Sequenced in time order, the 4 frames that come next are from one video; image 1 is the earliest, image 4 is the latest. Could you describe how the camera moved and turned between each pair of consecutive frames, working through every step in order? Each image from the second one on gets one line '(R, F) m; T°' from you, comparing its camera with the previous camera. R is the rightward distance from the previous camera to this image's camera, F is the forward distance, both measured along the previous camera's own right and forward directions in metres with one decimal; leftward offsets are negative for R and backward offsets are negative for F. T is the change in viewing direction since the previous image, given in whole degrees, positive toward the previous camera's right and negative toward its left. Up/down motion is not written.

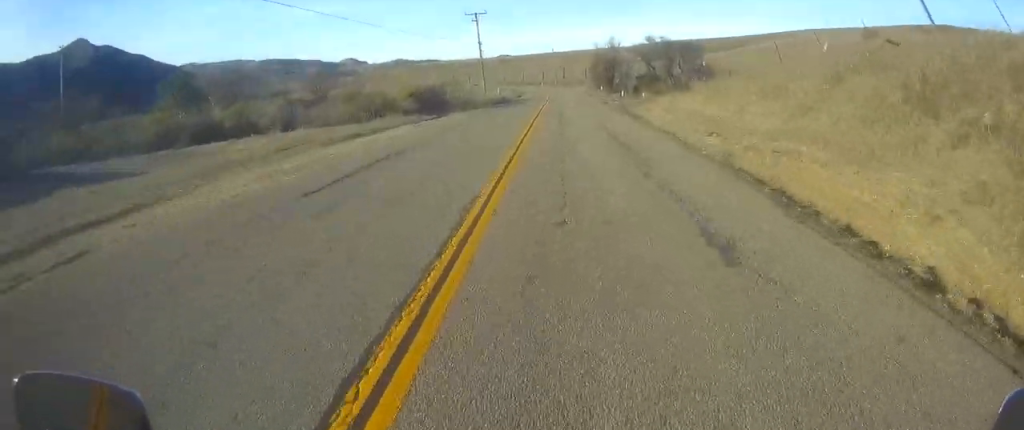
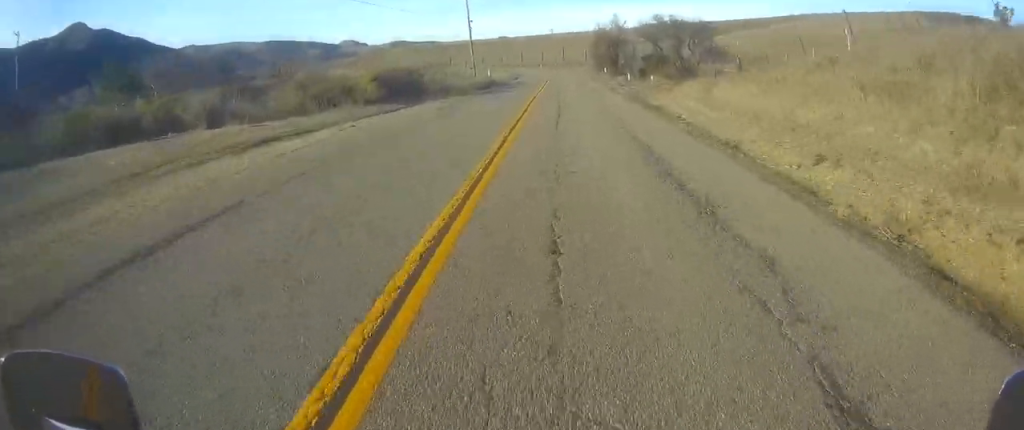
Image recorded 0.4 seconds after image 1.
(0.0, +8.4) m; 0°
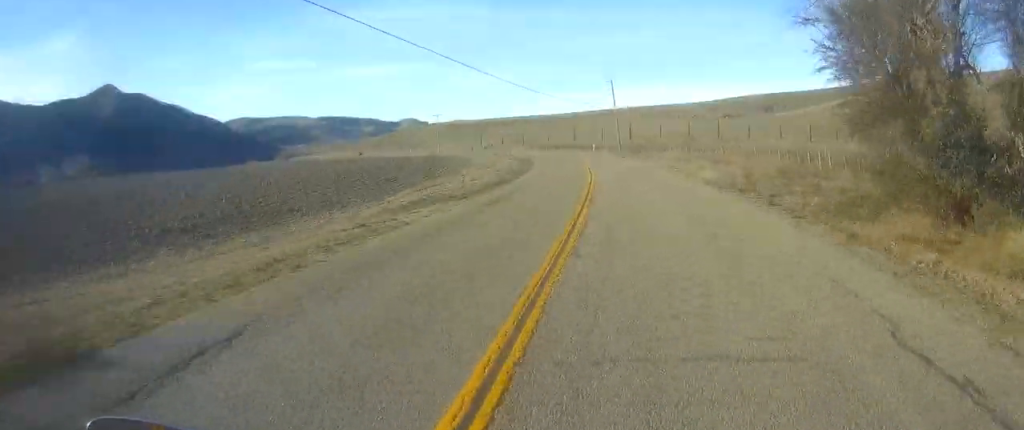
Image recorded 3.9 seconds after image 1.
(-1.7, +72.8) m; -5°
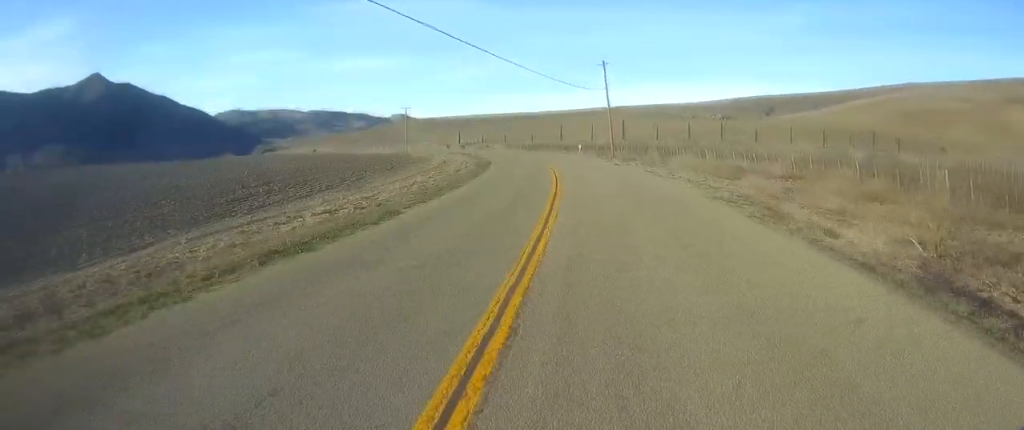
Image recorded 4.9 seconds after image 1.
(-0.1, +20.4) m; -1°
